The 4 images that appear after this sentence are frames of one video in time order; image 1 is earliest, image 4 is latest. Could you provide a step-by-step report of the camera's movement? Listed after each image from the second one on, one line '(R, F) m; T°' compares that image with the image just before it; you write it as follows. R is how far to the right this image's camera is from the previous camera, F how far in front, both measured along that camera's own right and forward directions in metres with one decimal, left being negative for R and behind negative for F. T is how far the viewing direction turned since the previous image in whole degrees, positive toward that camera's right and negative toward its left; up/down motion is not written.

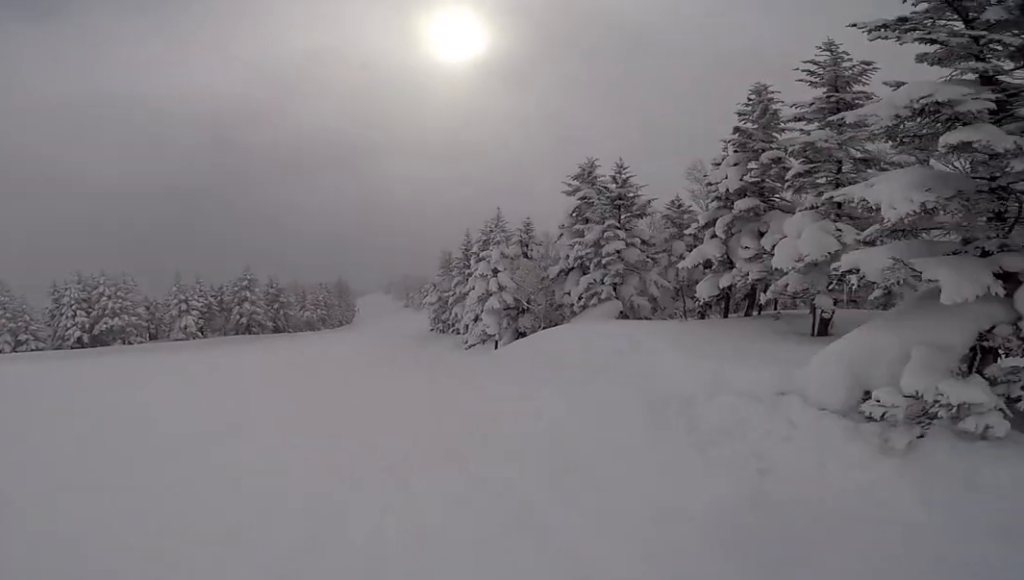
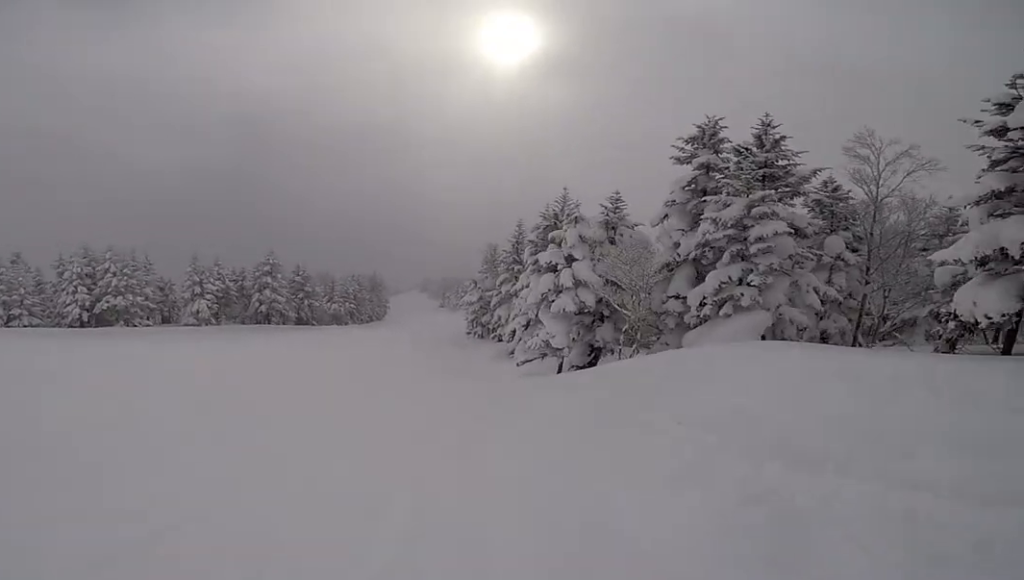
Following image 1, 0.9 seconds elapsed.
(0.0, +6.3) m; 0°
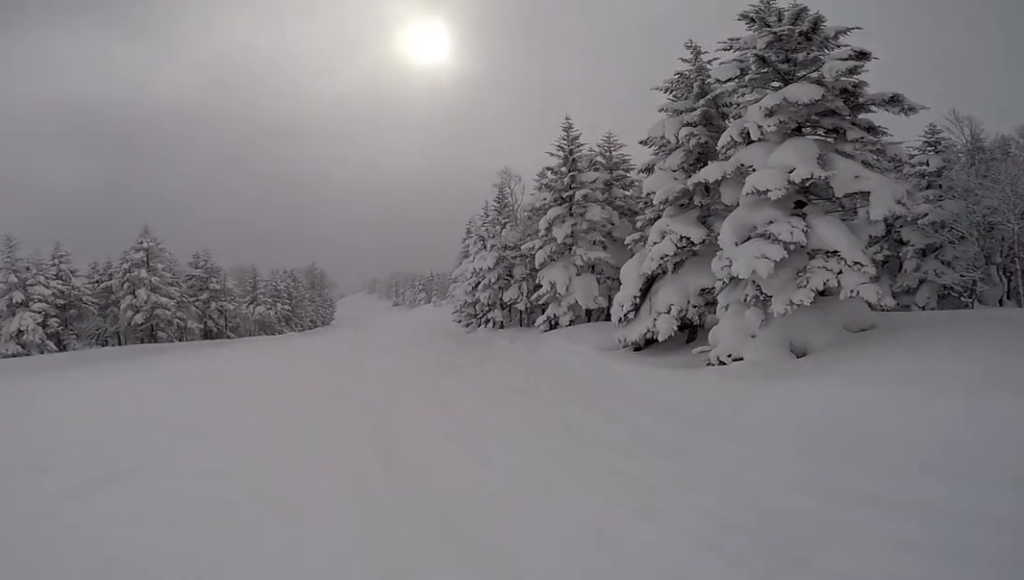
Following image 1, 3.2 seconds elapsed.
(+0.3, +17.7) m; +8°
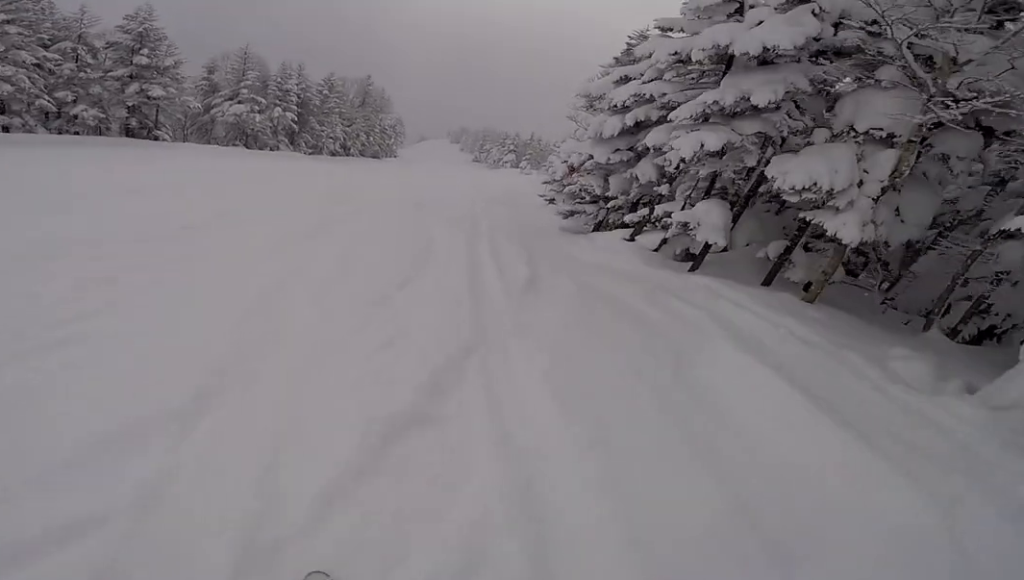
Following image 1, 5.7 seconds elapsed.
(+2.1, +17.7) m; +4°
